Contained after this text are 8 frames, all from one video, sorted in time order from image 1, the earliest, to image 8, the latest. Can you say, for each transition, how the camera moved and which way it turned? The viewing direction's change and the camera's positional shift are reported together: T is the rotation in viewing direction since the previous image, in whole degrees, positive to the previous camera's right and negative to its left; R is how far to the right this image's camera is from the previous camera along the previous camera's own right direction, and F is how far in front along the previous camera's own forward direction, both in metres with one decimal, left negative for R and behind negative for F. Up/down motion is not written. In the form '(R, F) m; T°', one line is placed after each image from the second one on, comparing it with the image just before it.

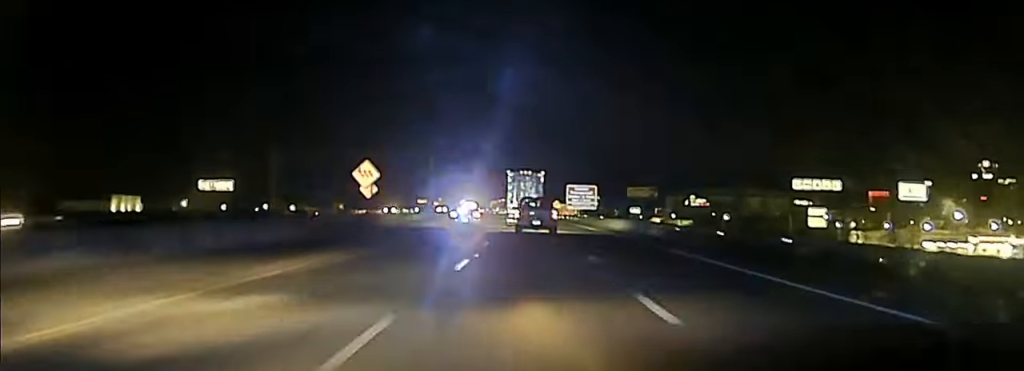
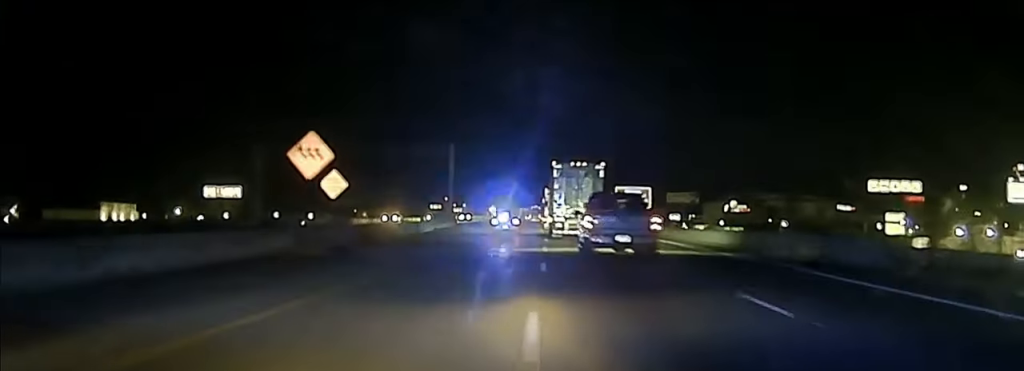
(-0.2, +21.3) m; -1°
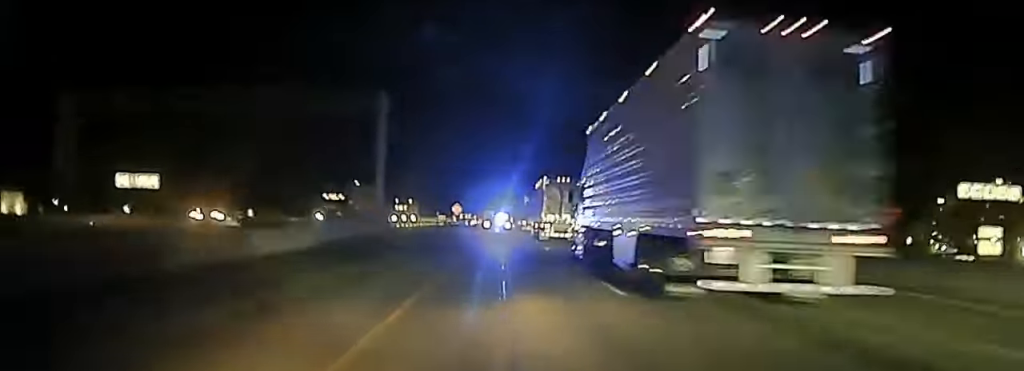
(-0.8, +40.9) m; 0°
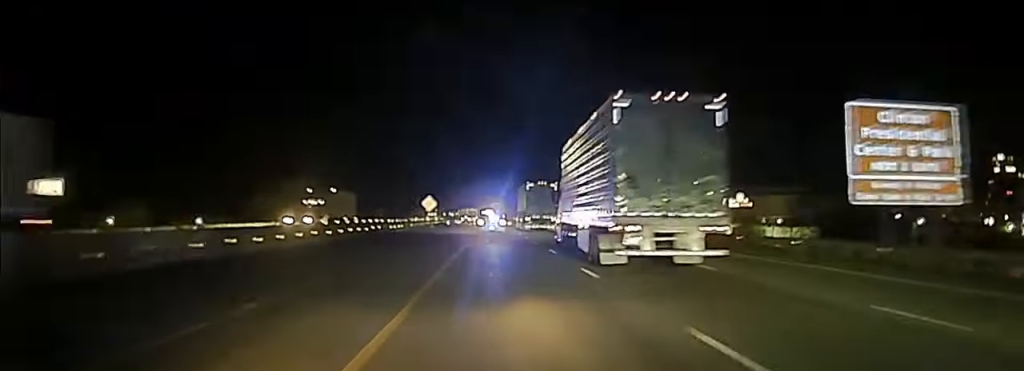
(+1.0, +43.7) m; +2°
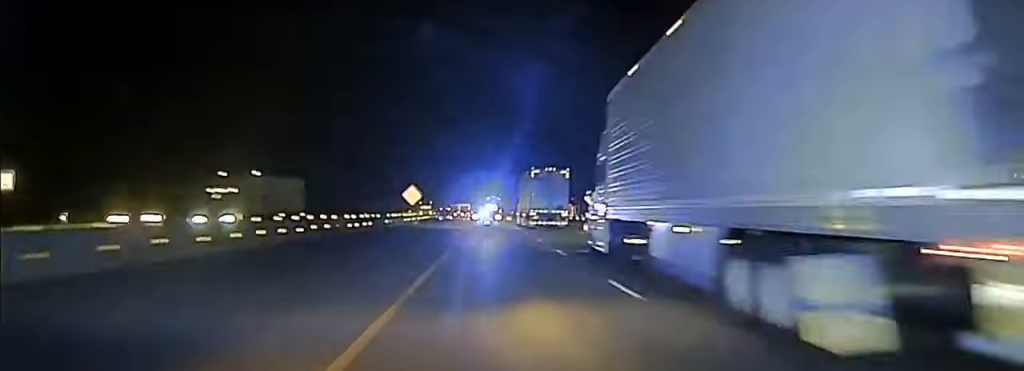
(+0.1, +16.9) m; 0°
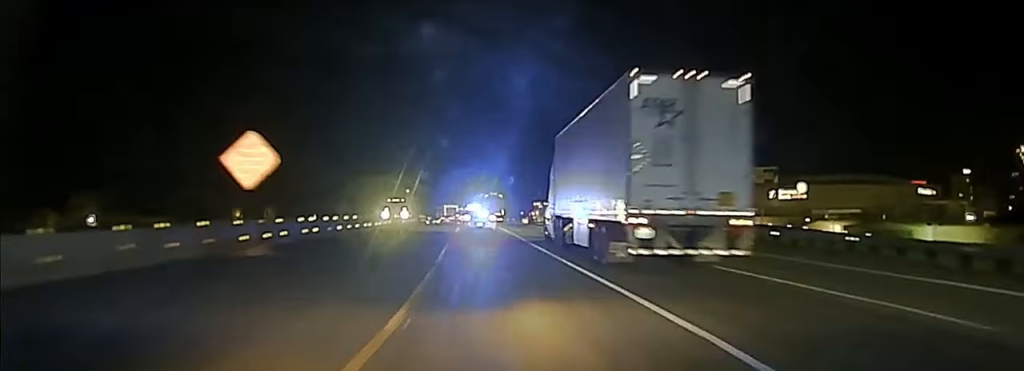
(-0.4, +57.5) m; 0°
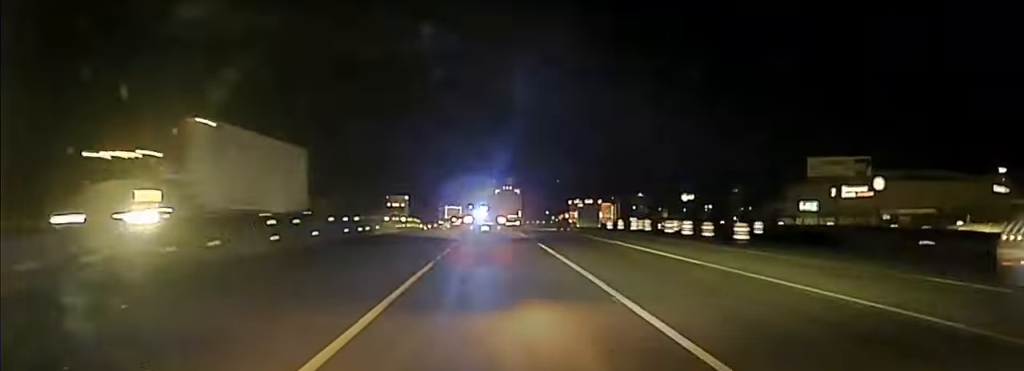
(-0.2, +47.0) m; -1°
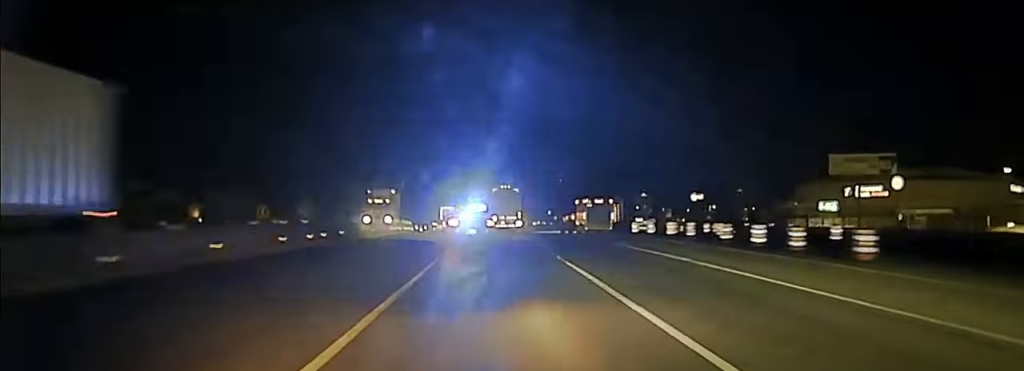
(-0.1, +13.2) m; -1°
